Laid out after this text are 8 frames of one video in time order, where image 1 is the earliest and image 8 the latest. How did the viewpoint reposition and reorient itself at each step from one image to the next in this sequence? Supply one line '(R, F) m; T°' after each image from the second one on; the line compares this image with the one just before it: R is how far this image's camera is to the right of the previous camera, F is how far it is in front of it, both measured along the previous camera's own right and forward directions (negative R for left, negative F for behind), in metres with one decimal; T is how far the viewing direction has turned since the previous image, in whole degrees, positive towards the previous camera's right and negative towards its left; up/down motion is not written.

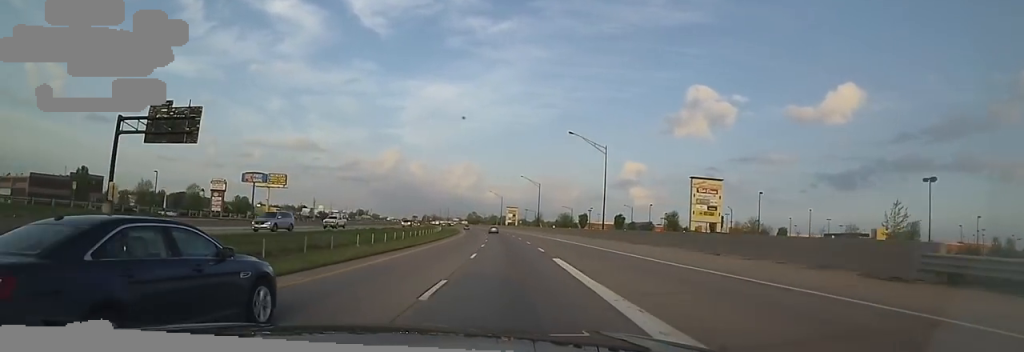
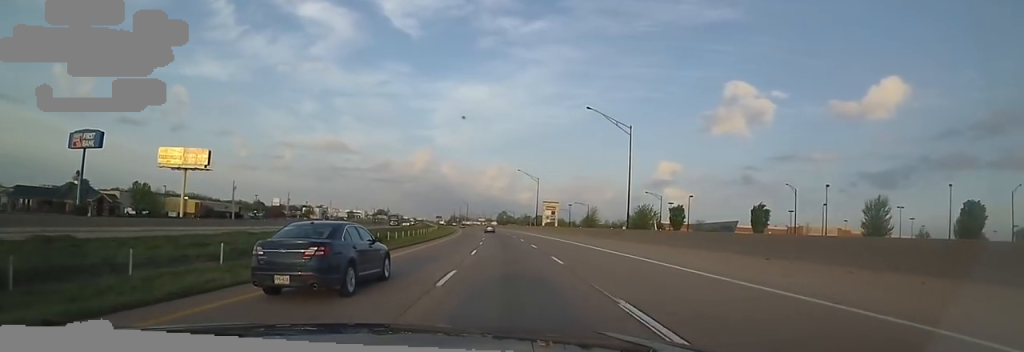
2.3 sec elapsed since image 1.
(-2.1, +72.6) m; -4°
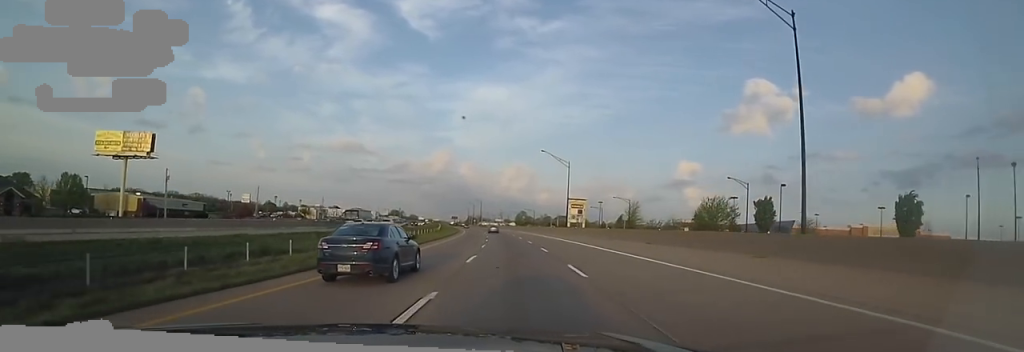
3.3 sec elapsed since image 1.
(-1.0, +29.9) m; -1°
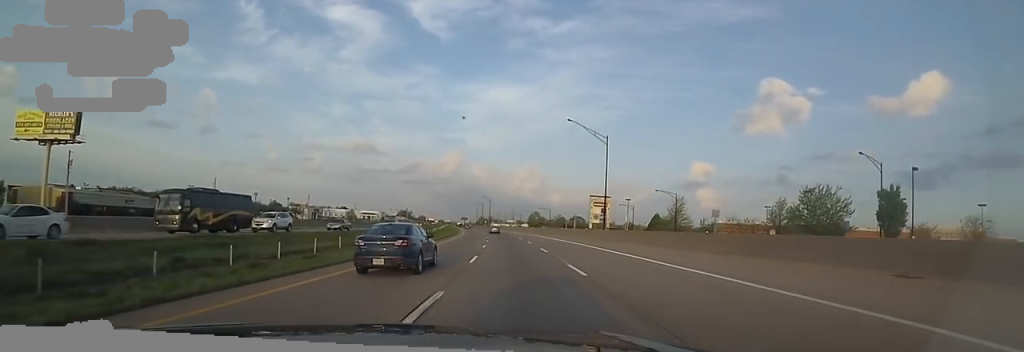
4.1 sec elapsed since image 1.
(0.0, +24.6) m; 0°
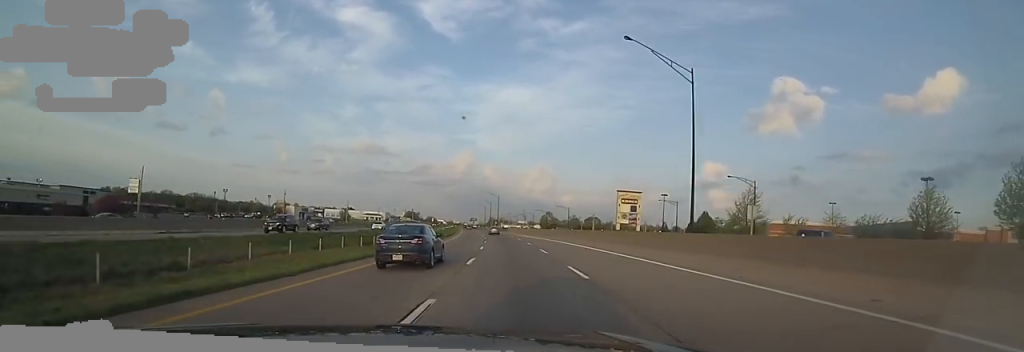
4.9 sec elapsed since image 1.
(+0.4, +25.5) m; -2°
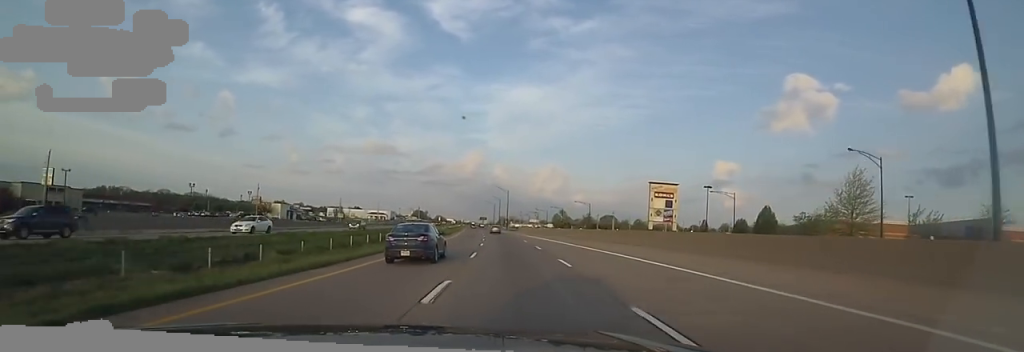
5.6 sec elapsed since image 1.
(-0.9, +21.3) m; -4°
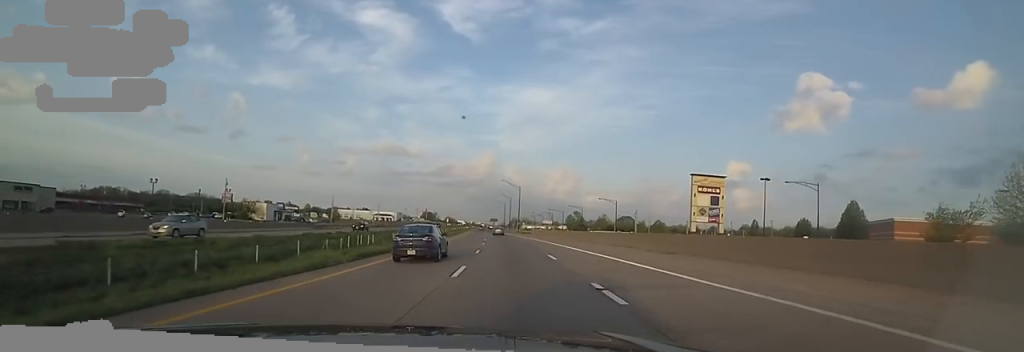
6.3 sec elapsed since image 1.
(-0.5, +19.2) m; 0°
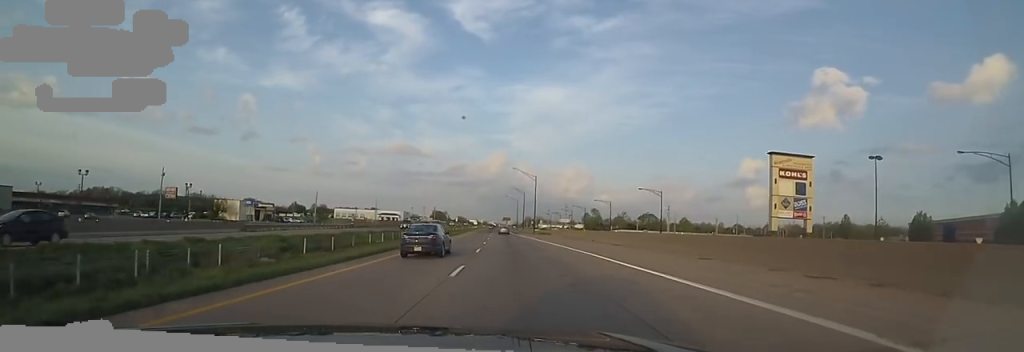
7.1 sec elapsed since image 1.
(-0.1, +24.2) m; -1°
